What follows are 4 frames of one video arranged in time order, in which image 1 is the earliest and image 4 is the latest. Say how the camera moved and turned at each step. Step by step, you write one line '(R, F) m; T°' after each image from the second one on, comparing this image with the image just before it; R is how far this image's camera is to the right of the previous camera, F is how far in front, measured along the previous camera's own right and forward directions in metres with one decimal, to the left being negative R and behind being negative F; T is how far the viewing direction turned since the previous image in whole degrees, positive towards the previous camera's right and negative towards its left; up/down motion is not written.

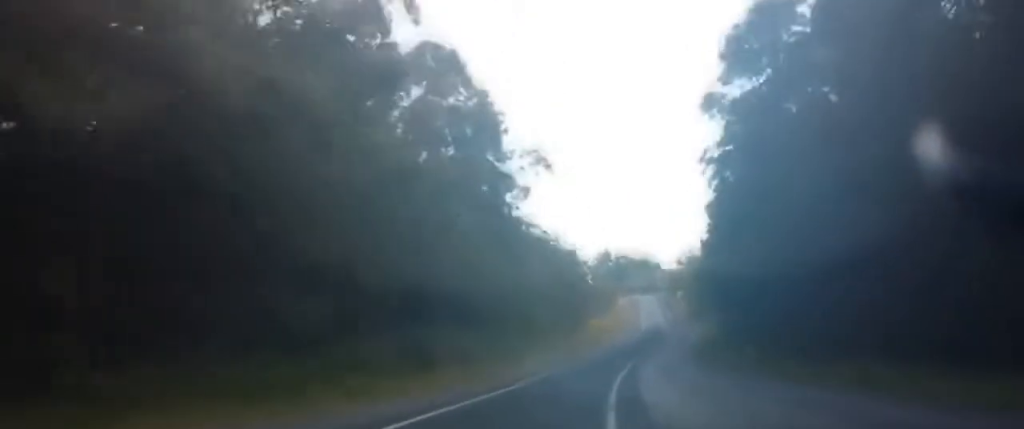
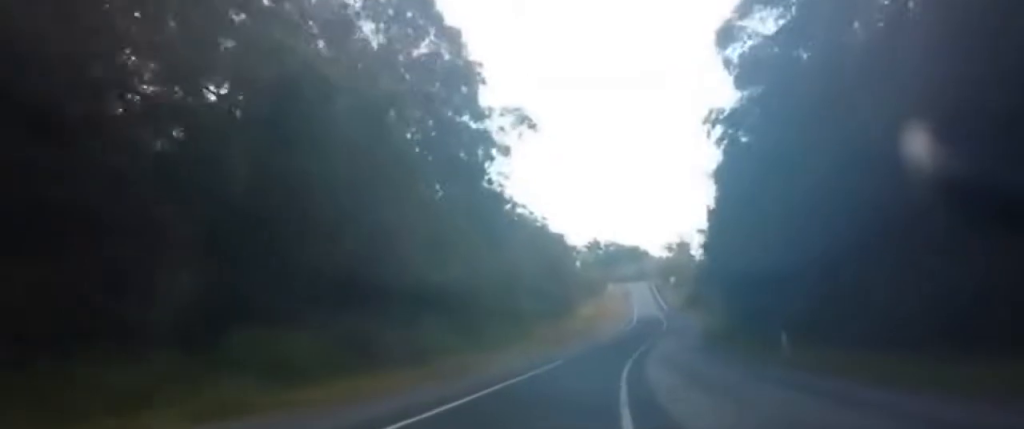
(+0.7, +19.9) m; +2°
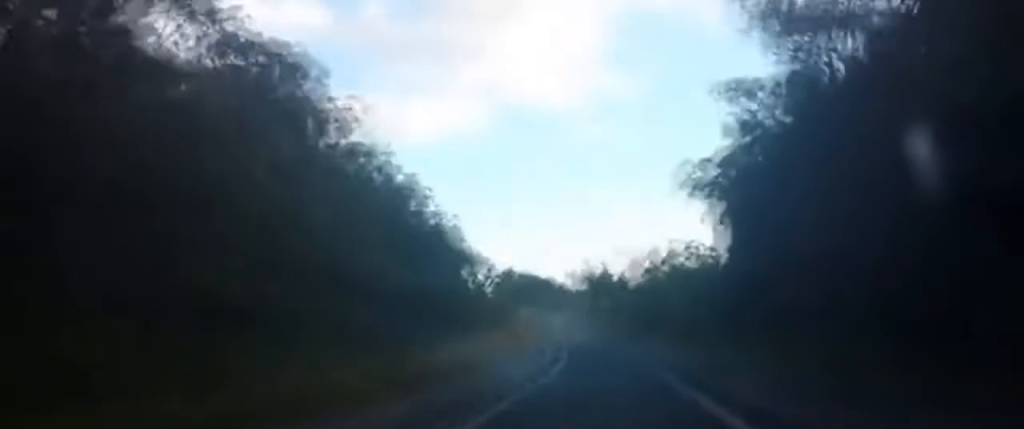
(+1.6, +49.5) m; +5°
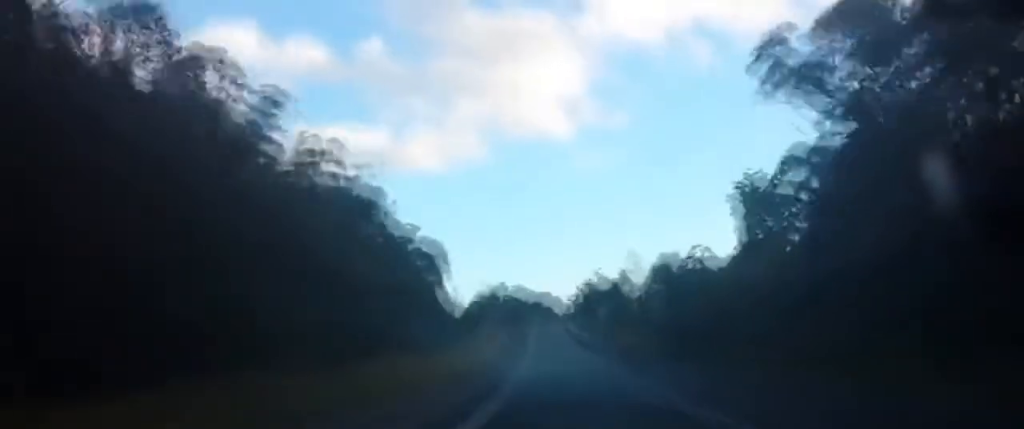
(+3.4, +60.6) m; +5°
